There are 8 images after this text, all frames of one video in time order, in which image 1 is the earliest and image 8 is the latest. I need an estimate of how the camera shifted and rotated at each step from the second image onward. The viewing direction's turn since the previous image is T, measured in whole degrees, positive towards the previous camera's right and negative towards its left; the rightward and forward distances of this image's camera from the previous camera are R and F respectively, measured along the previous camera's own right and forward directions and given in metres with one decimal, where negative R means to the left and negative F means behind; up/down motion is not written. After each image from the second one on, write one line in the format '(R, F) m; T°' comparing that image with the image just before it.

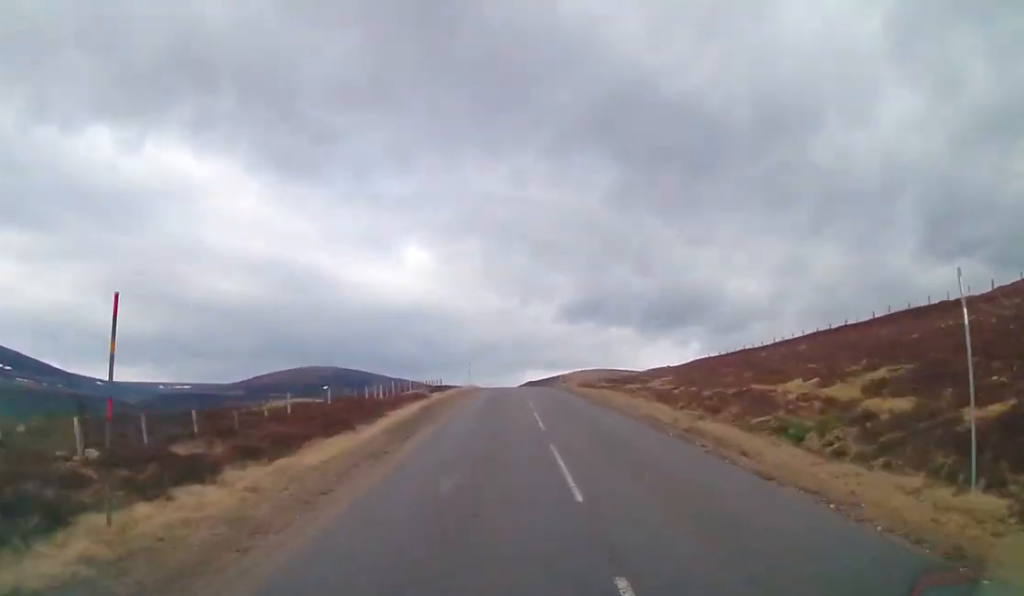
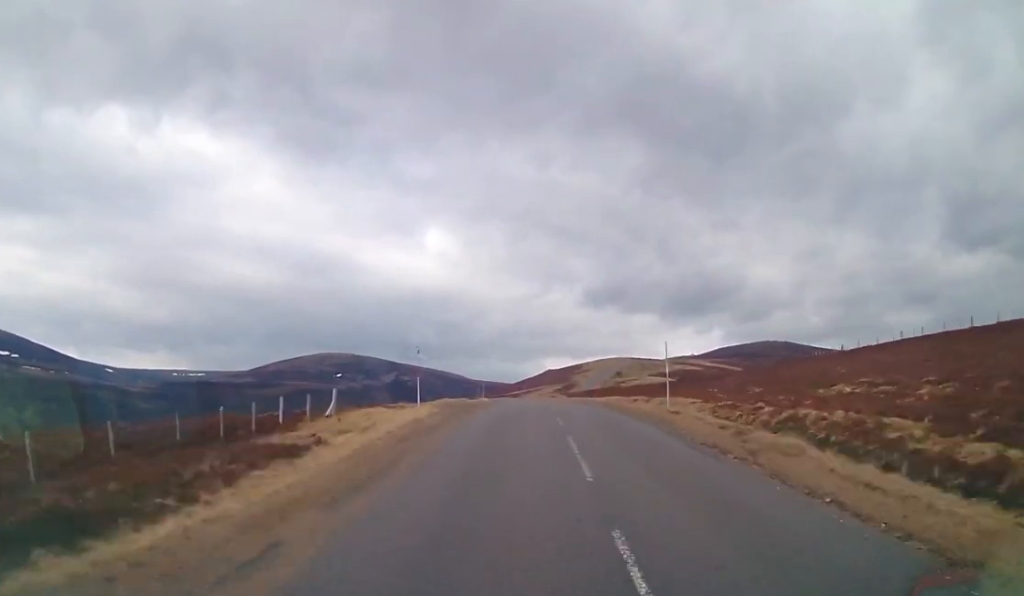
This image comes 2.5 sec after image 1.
(-0.4, +41.2) m; -1°
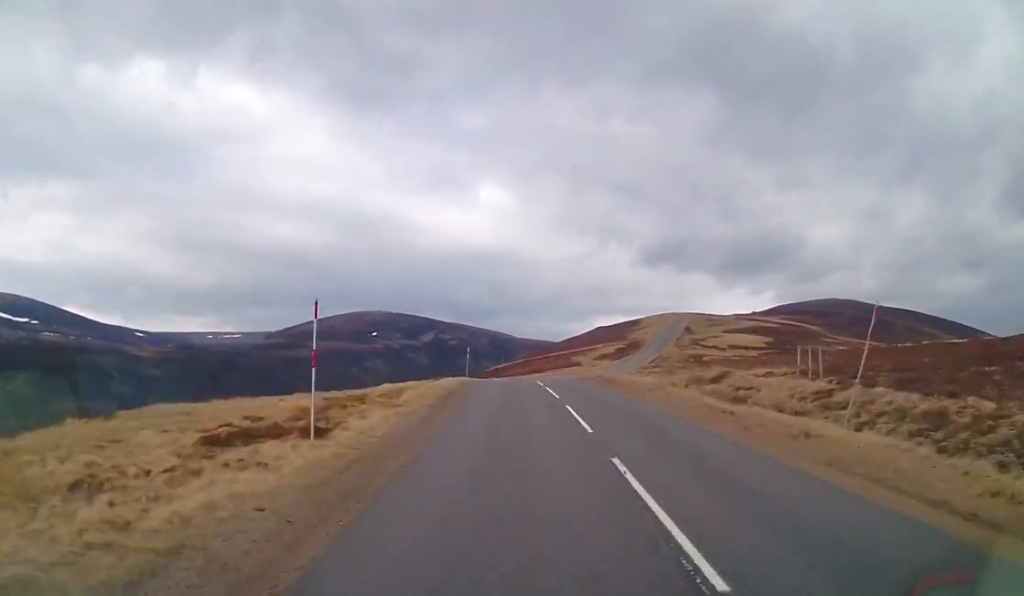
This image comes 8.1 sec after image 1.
(-2.0, +94.2) m; -2°
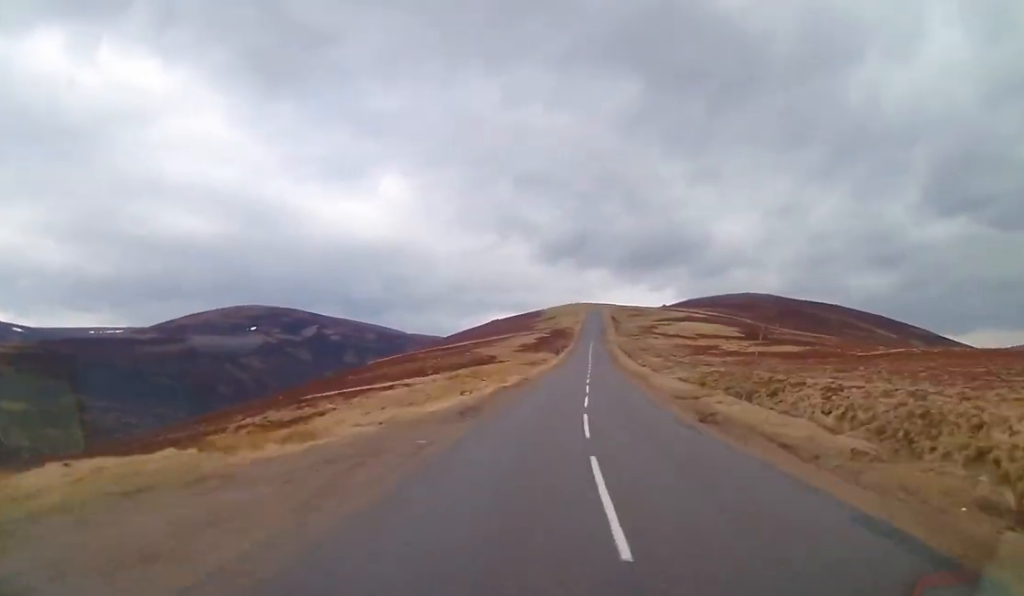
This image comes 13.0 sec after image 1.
(+6.4, +87.1) m; +11°
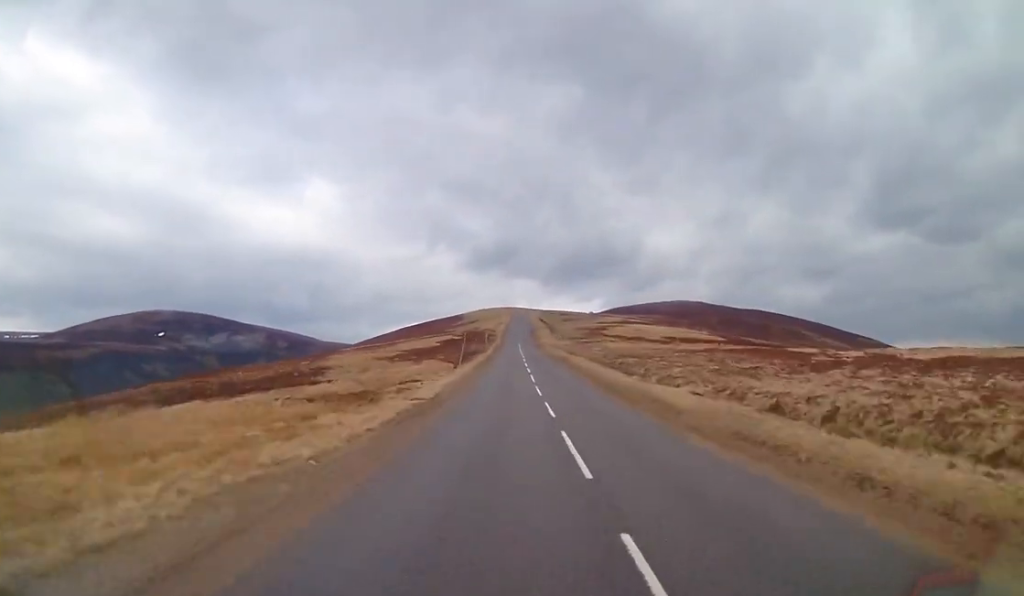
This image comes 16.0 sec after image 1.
(+3.6, +56.1) m; +4°
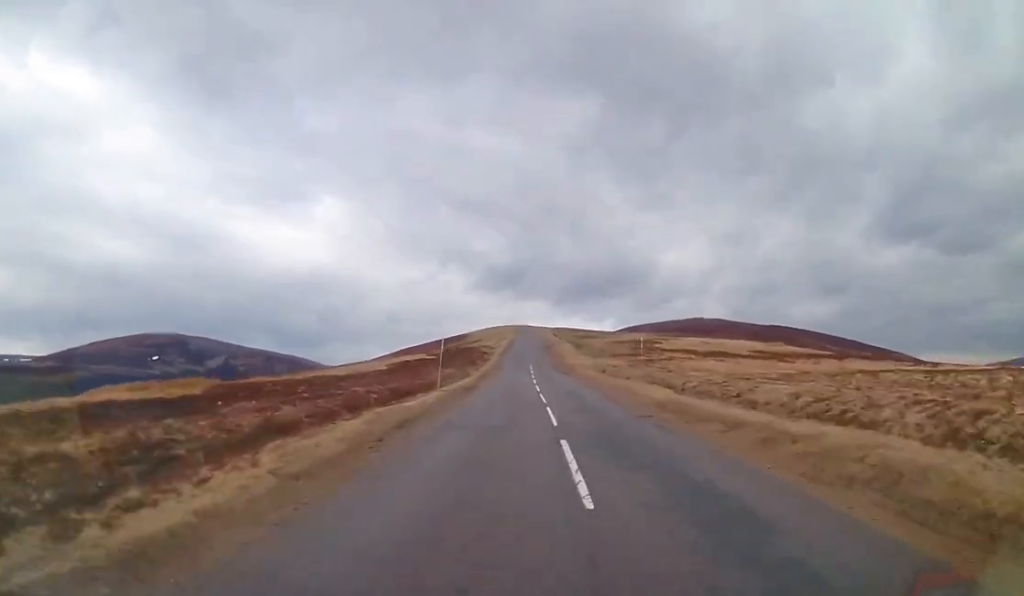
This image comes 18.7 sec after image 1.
(+0.6, +51.7) m; 0°
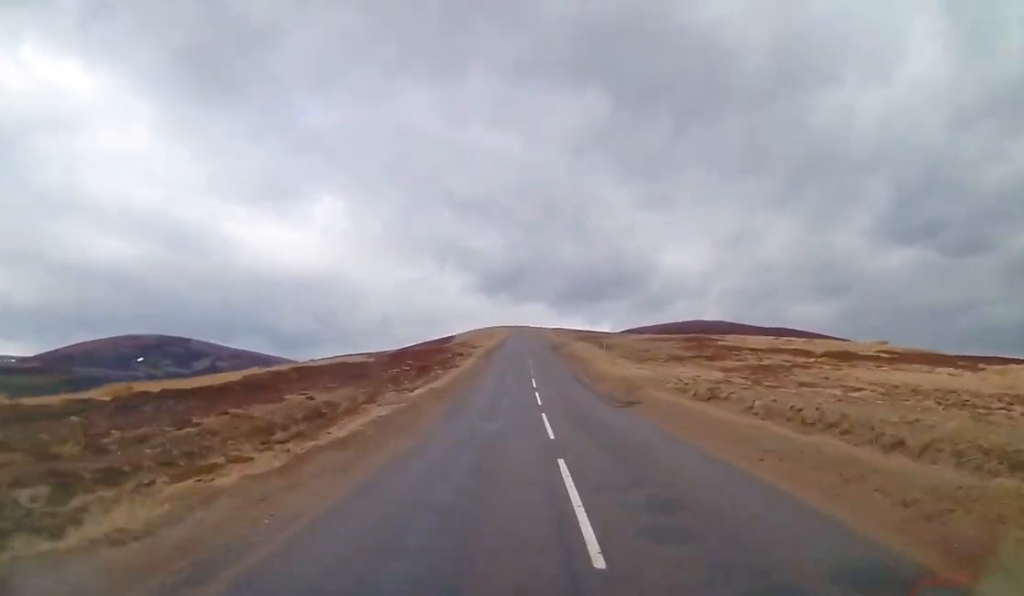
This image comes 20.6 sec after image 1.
(-0.1, +35.3) m; 0°
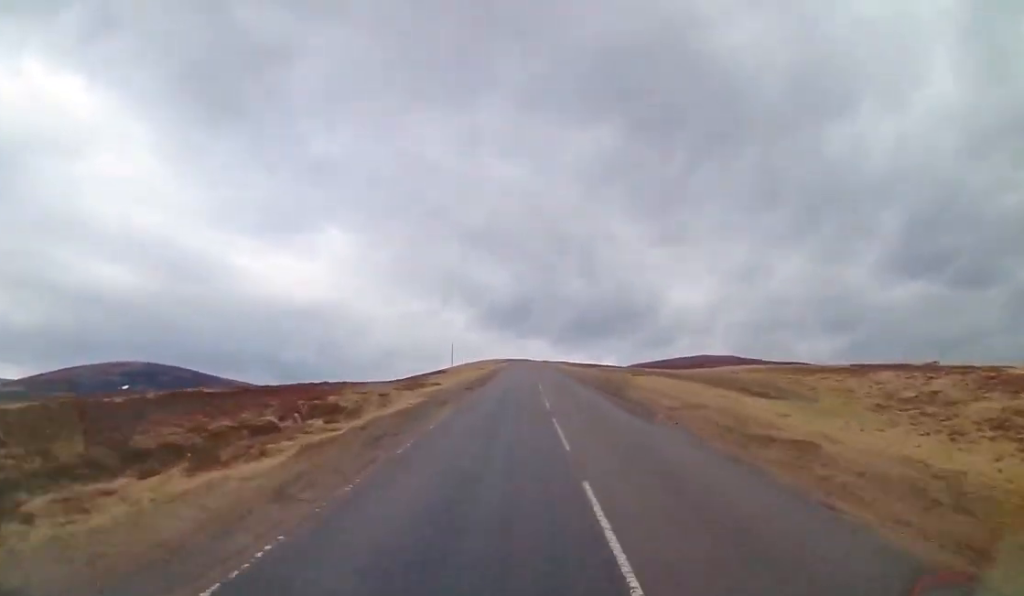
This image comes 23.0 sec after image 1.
(-0.3, +42.7) m; 0°
